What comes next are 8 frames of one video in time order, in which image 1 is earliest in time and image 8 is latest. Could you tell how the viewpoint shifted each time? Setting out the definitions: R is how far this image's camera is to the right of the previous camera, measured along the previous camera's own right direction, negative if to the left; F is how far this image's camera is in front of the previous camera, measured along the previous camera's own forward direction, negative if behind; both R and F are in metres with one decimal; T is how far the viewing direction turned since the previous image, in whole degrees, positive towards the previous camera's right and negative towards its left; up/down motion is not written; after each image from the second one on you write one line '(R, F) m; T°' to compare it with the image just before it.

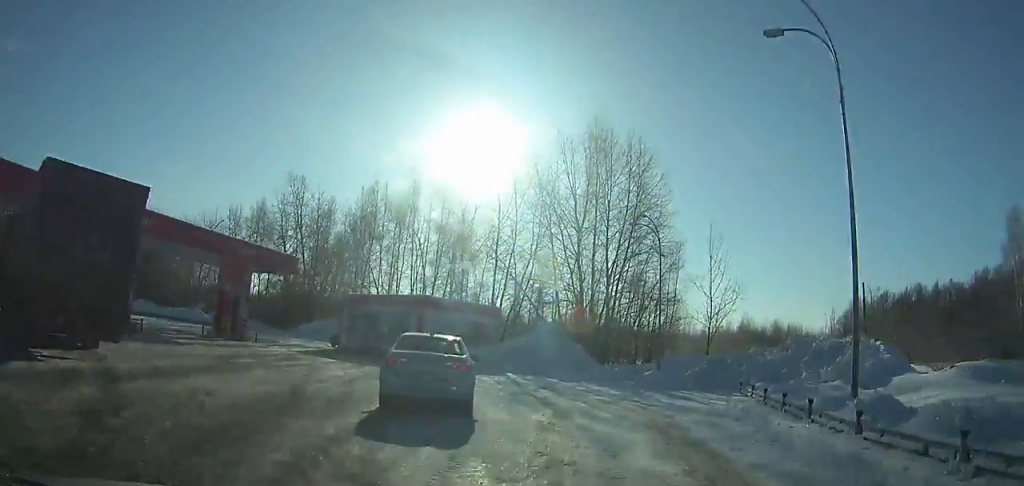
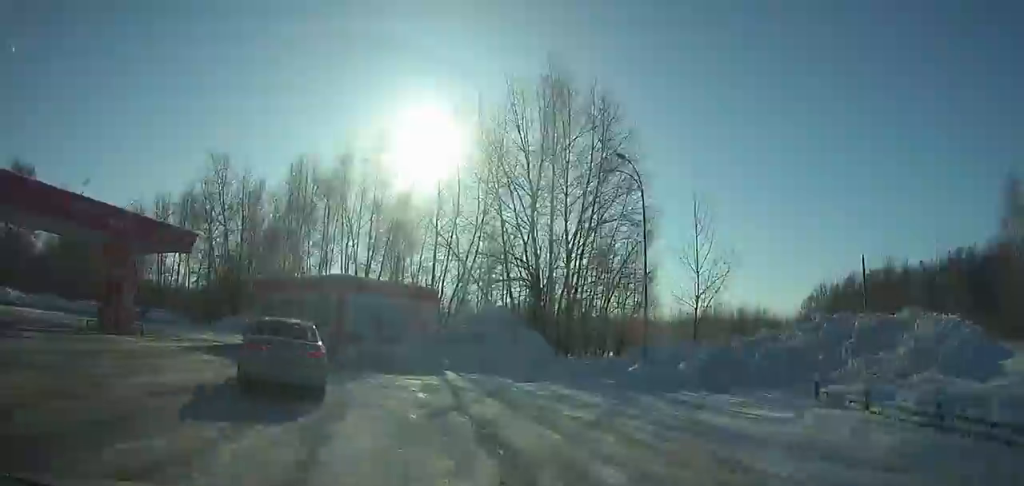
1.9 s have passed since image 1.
(-0.1, +6.7) m; -6°
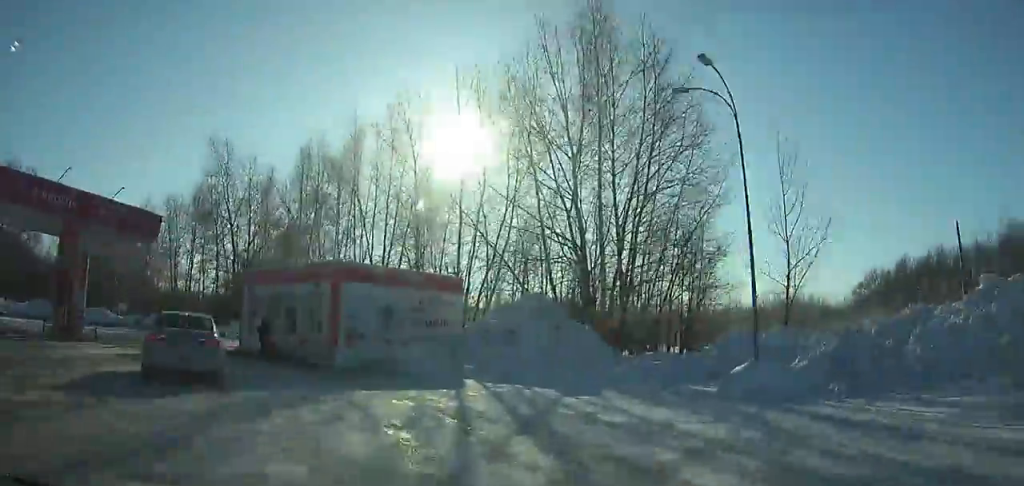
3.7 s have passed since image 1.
(-0.1, +6.4) m; -9°
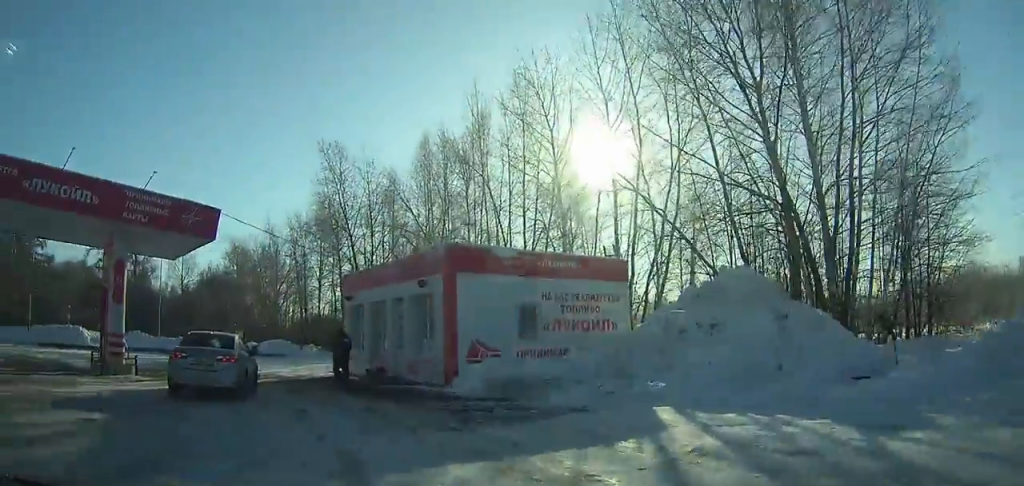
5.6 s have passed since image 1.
(-0.9, +6.5) m; -13°
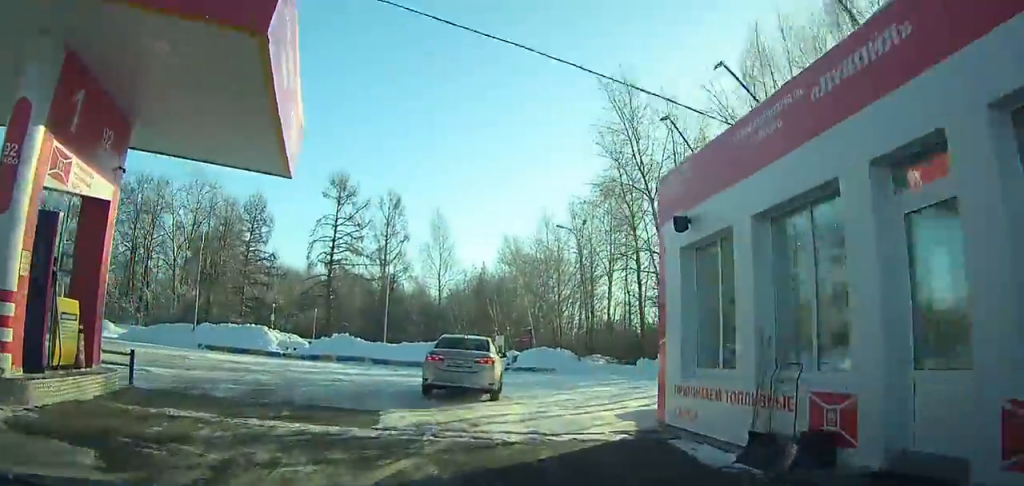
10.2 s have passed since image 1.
(-3.8, +14.1) m; -19°
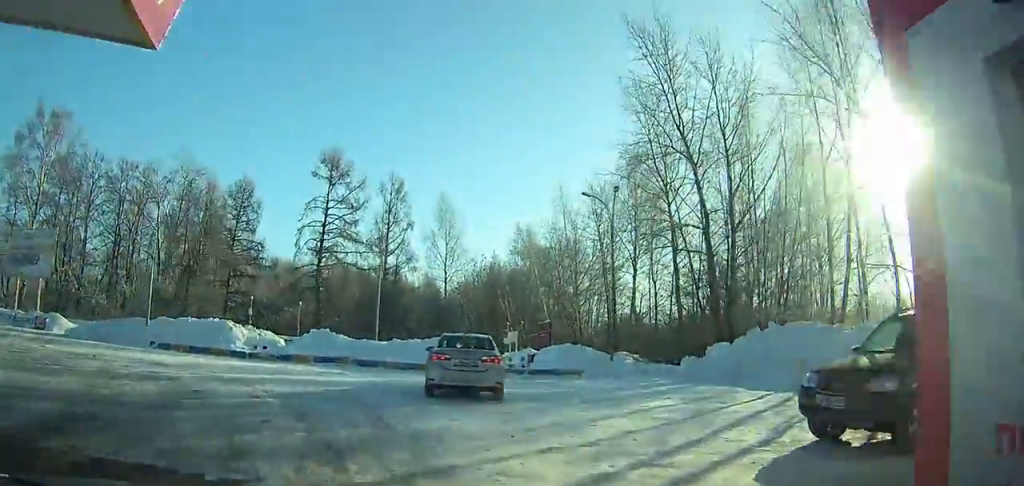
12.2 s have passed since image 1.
(+0.4, +5.7) m; +8°
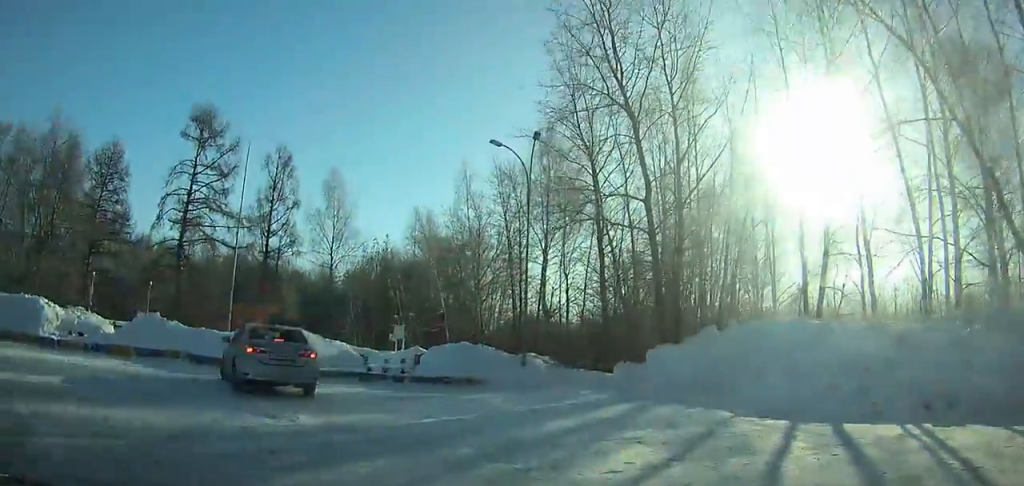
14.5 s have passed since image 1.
(+0.6, +5.9) m; +1°
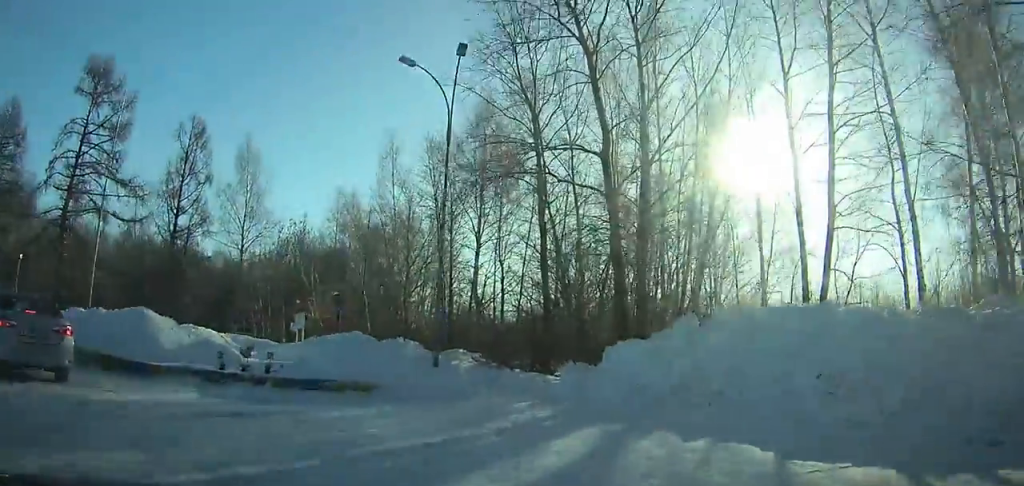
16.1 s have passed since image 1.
(+0.7, +3.8) m; -3°
